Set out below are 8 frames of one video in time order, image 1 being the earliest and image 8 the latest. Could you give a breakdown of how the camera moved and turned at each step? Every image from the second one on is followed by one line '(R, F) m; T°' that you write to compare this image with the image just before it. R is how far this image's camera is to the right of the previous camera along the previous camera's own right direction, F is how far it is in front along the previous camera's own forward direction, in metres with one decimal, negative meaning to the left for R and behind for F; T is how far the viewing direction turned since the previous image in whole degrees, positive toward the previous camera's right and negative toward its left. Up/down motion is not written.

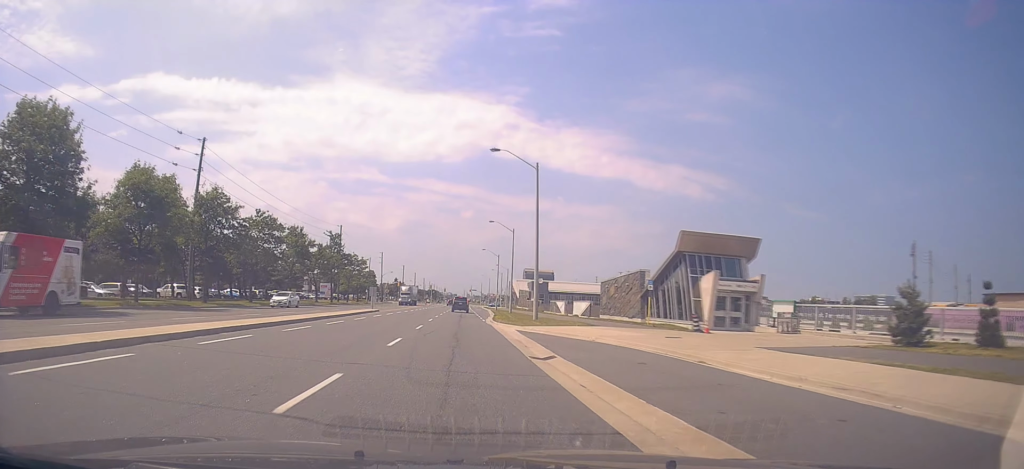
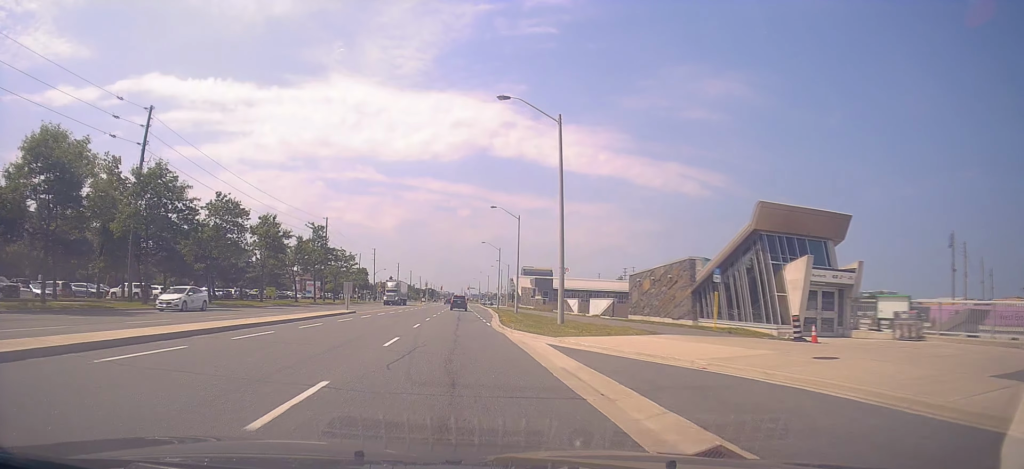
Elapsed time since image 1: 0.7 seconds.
(0.0, +9.9) m; -1°
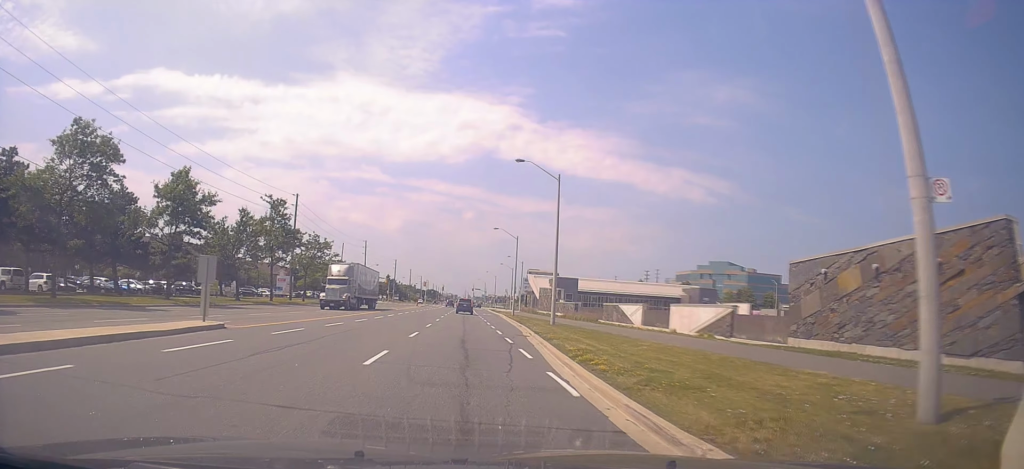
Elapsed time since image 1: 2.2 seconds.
(-0.5, +21.9) m; +1°
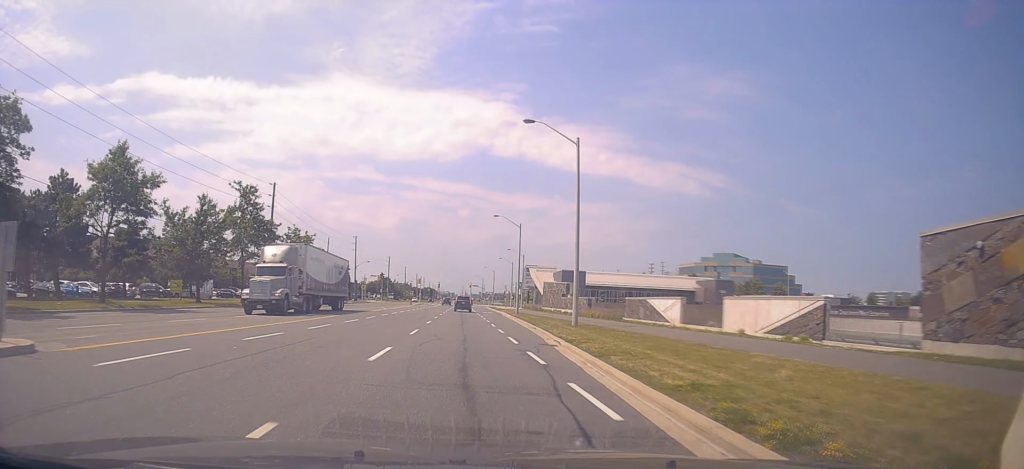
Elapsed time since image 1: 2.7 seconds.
(0.0, +8.2) m; +2°
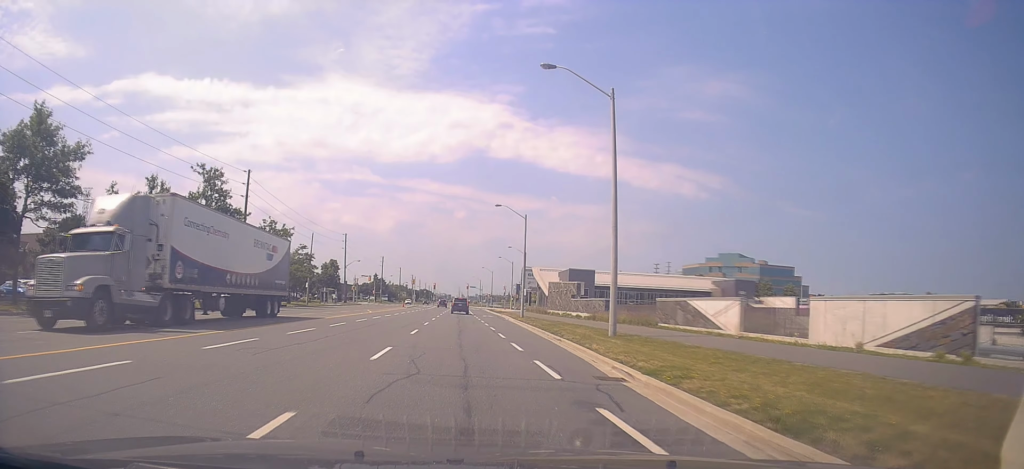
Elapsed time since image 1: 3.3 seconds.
(+0.6, +8.1) m; 0°
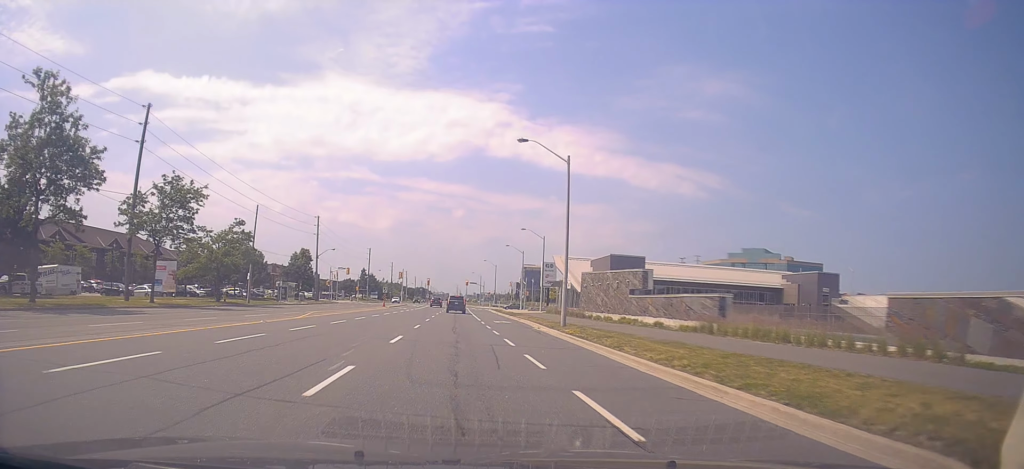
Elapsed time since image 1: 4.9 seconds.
(-1.0, +22.8) m; -3°
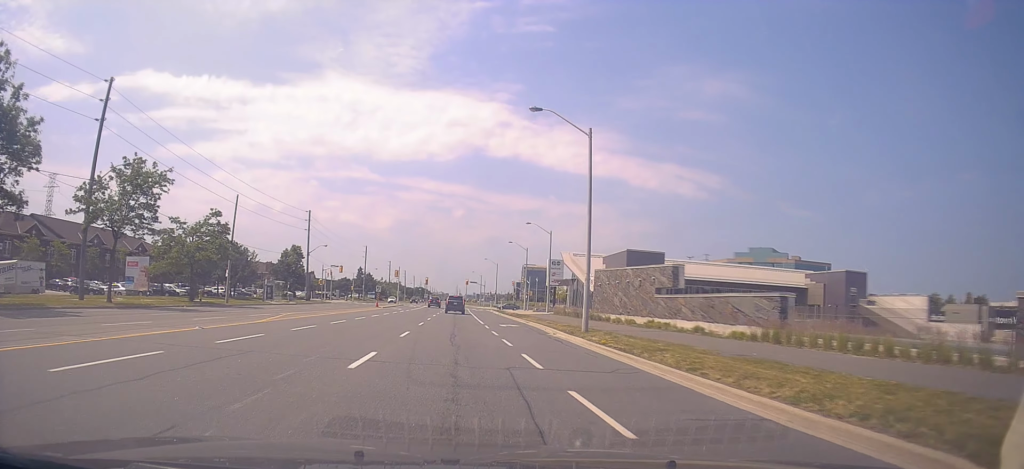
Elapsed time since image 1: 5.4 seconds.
(-0.1, +6.1) m; +1°
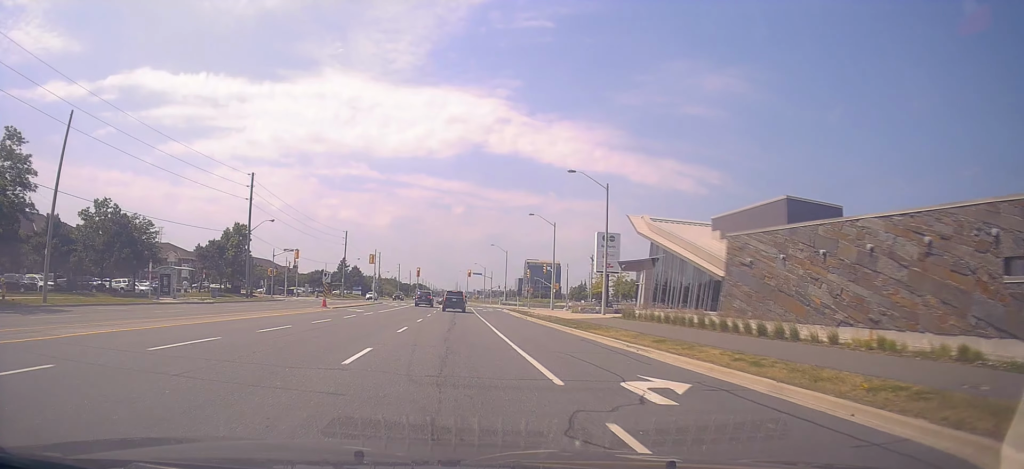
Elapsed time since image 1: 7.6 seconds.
(+1.4, +27.7) m; +2°
